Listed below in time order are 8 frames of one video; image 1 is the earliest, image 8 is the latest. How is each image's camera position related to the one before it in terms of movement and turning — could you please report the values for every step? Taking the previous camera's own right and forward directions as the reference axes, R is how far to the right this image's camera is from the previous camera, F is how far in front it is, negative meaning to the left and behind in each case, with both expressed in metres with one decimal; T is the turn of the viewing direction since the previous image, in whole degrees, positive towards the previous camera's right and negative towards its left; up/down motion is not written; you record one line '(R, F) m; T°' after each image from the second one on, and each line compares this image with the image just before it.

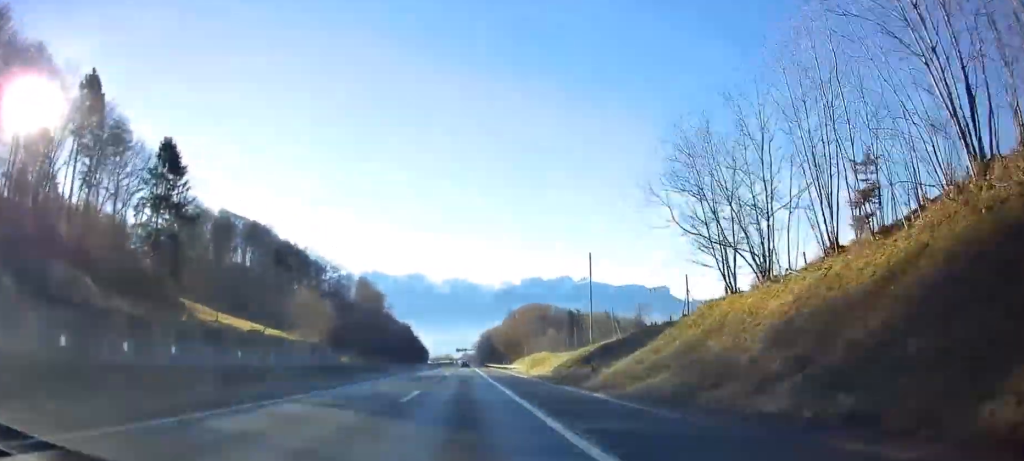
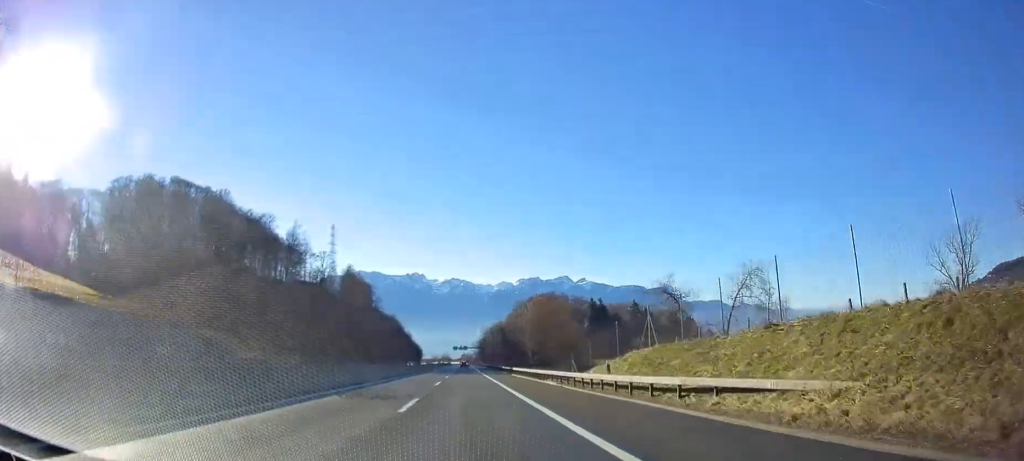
(+0.2, +58.0) m; 0°
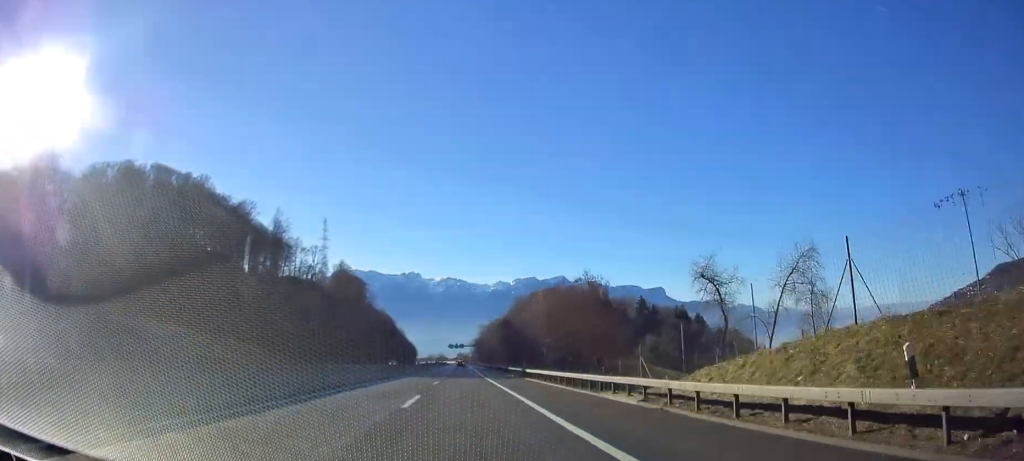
(0.0, +15.9) m; 0°
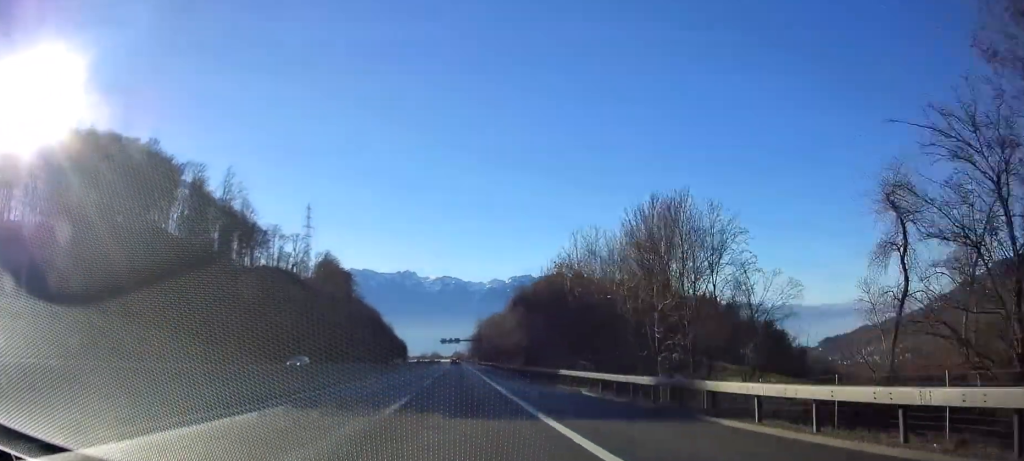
(+0.1, +37.6) m; 0°
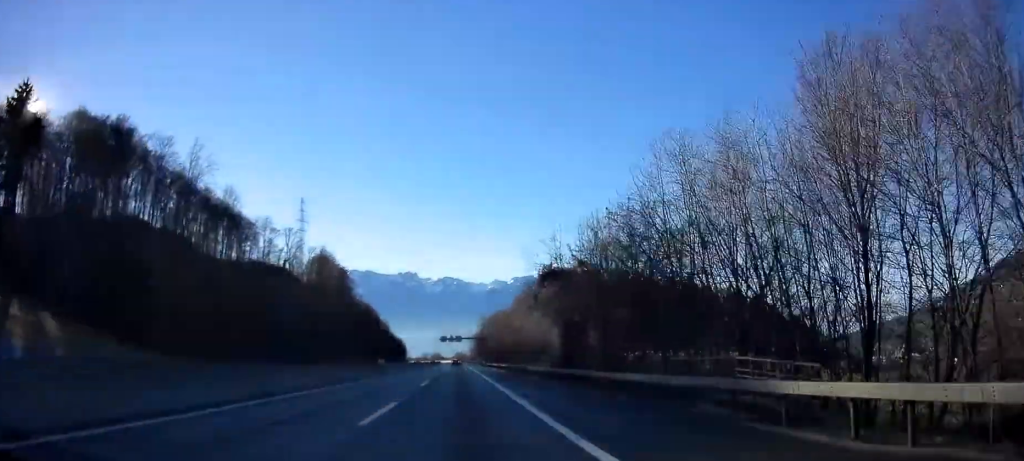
(0.0, +21.6) m; 0°
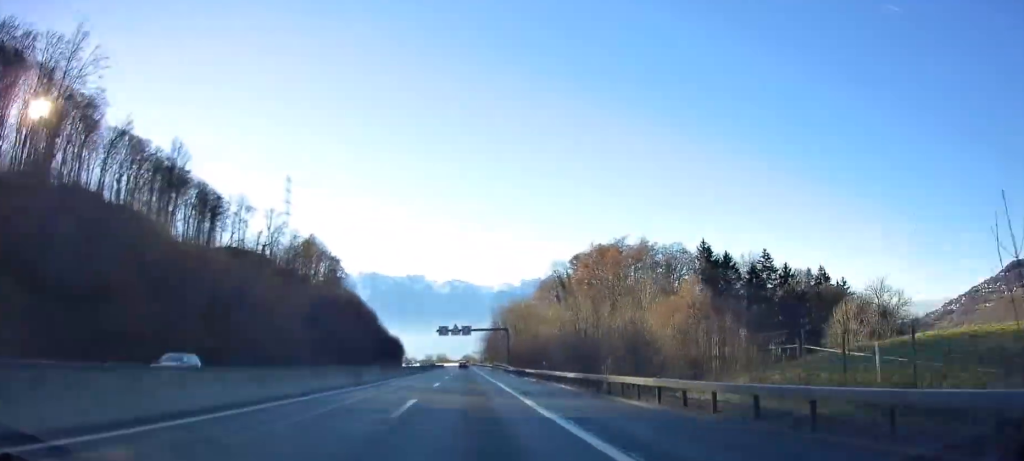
(-0.1, +50.0) m; 0°
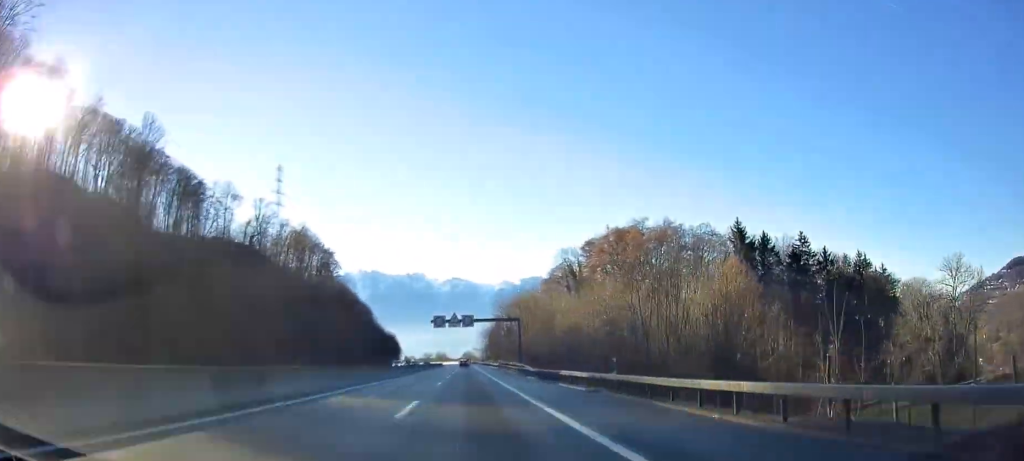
(0.0, +18.2) m; 0°
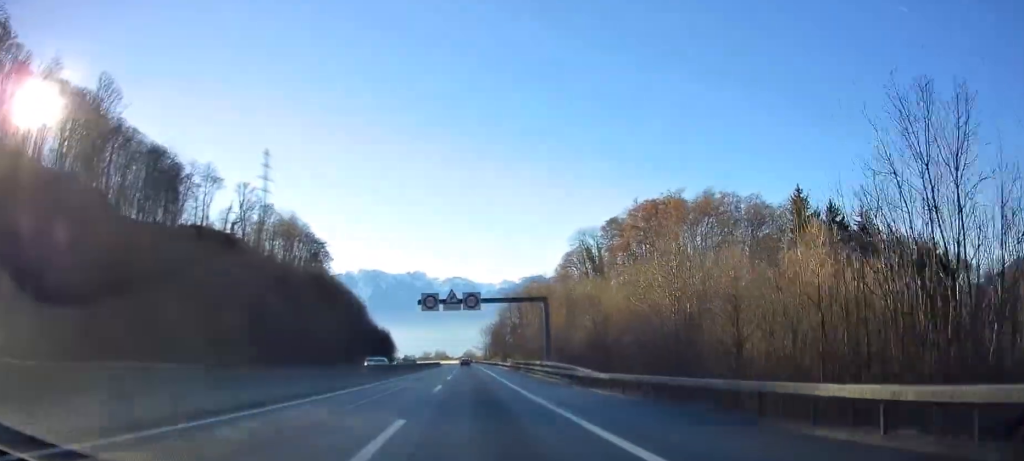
(0.0, +25.0) m; 0°
